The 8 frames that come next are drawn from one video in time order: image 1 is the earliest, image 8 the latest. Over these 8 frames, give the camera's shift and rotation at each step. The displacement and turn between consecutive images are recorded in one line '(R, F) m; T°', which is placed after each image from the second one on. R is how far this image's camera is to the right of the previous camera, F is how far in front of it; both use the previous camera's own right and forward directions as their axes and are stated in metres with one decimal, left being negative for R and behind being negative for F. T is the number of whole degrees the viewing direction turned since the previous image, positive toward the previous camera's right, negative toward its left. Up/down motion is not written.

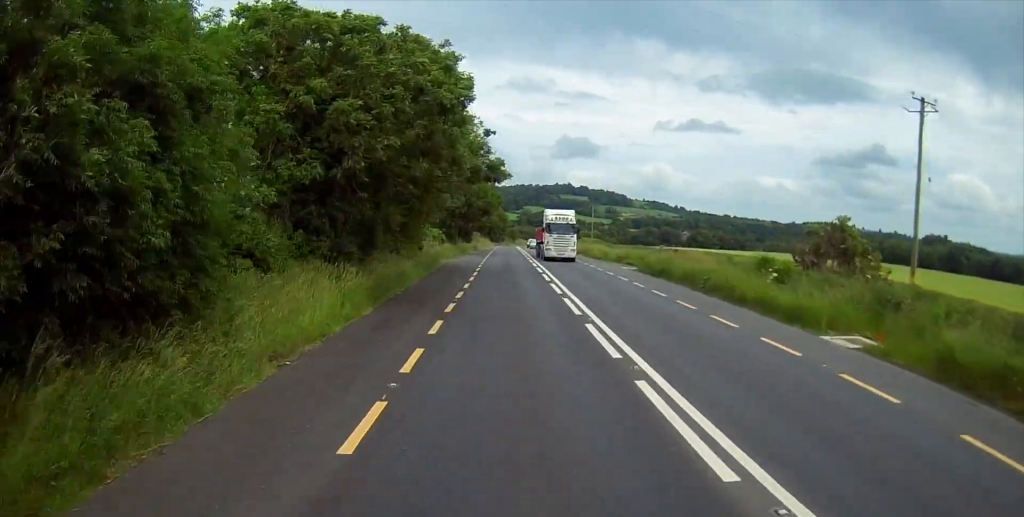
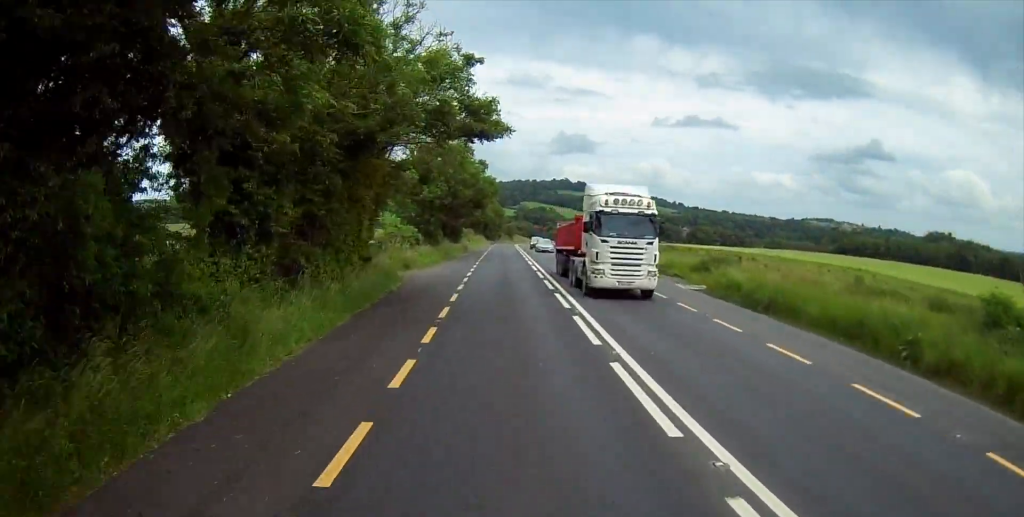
(+0.2, +17.0) m; +1°
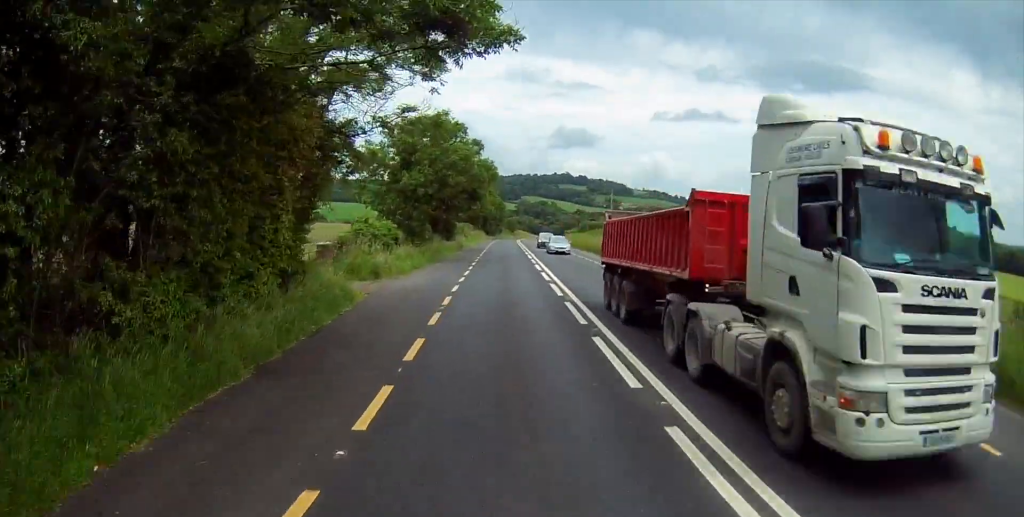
(0.0, +10.3) m; 0°
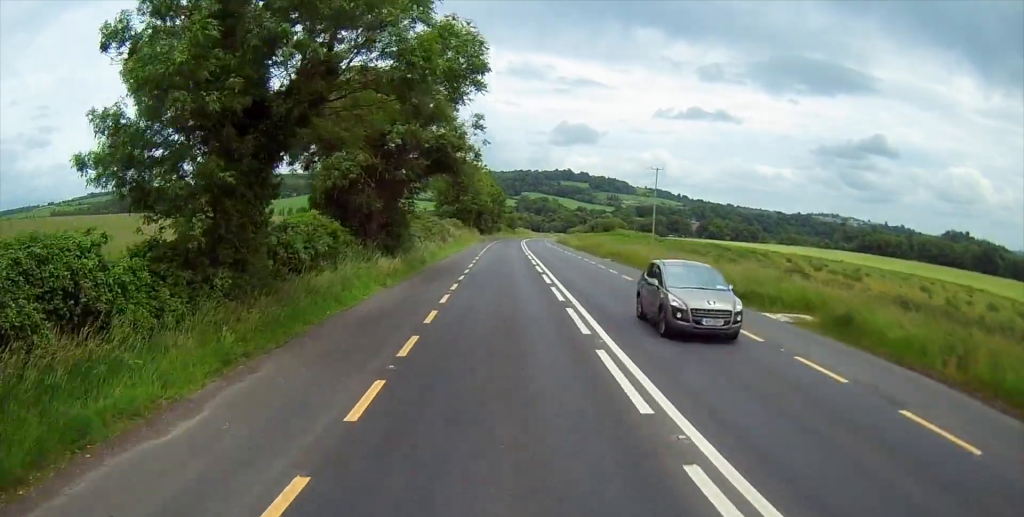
(-0.1, +31.8) m; -1°
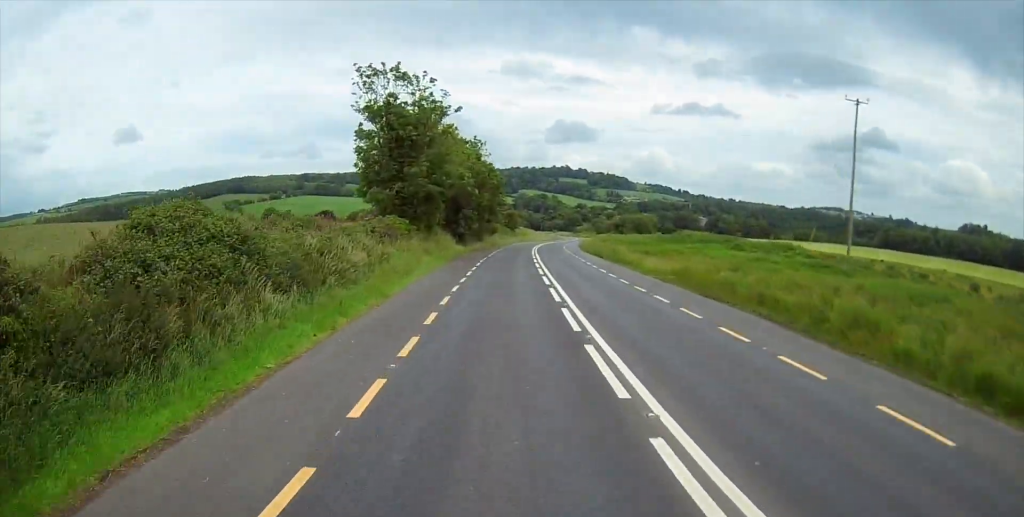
(+0.4, +47.6) m; 0°
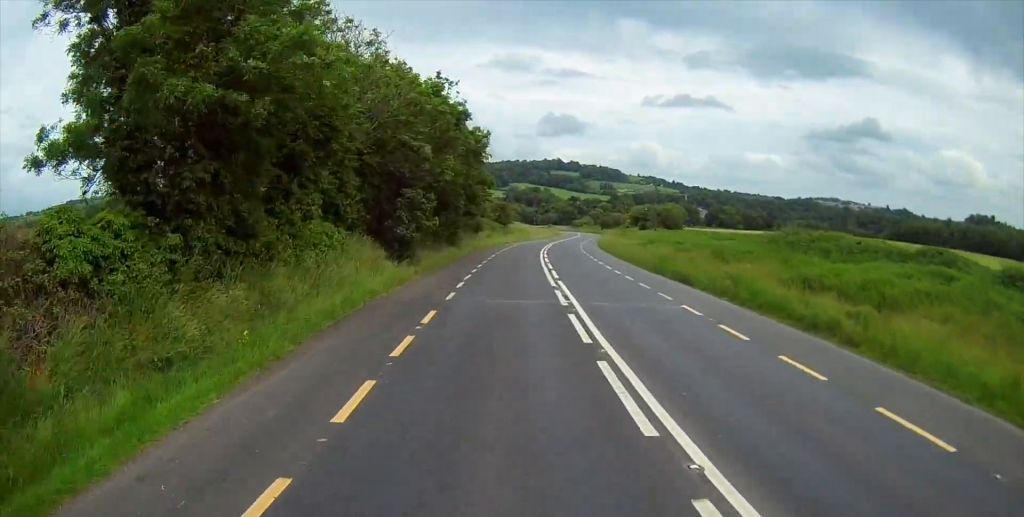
(-0.3, +32.4) m; 0°
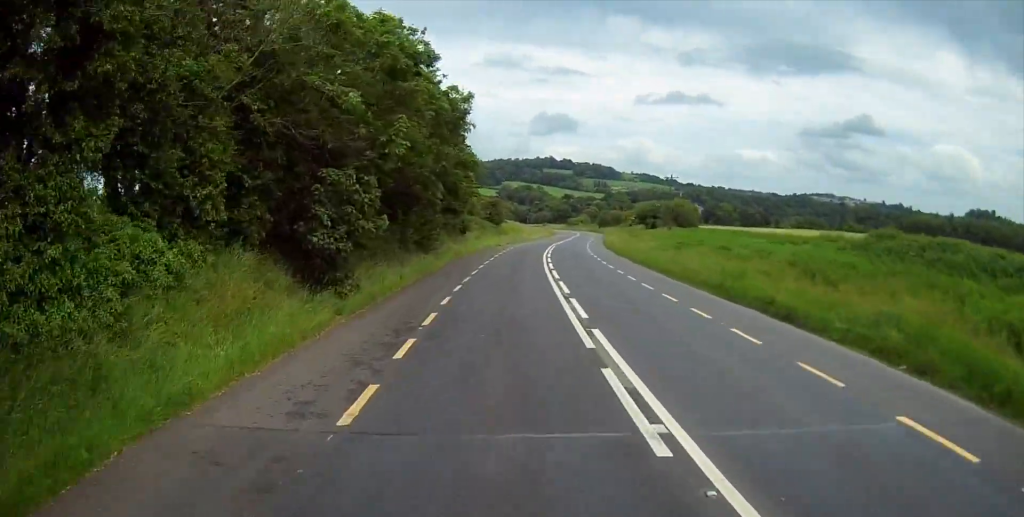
(+0.1, +12.9) m; 0°
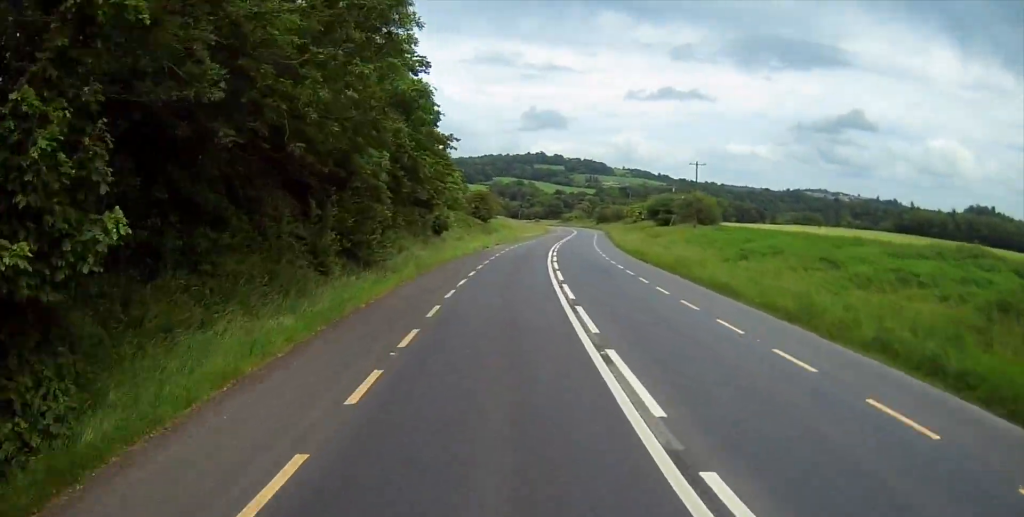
(+0.1, +15.1) m; 0°
